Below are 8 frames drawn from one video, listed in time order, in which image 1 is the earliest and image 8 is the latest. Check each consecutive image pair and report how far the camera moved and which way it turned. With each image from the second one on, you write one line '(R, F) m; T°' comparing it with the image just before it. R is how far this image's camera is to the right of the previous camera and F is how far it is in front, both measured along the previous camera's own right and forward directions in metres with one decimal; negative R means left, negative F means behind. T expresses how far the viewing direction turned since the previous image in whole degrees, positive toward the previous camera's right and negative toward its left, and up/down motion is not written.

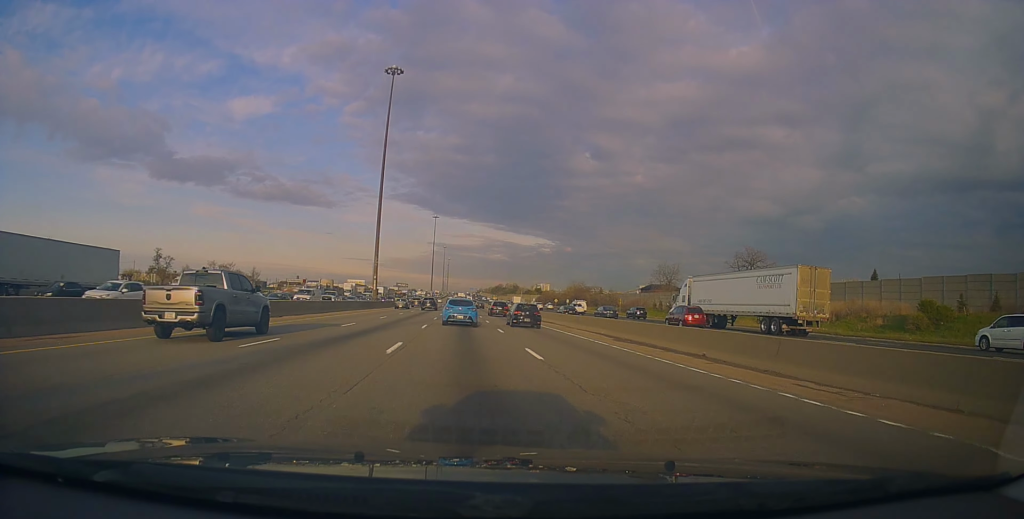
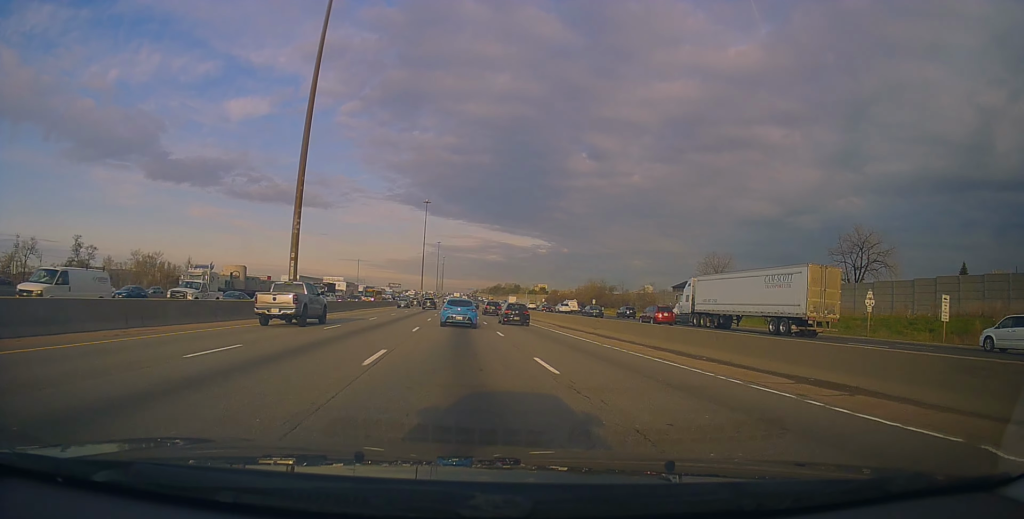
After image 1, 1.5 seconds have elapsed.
(+0.5, +38.9) m; 0°
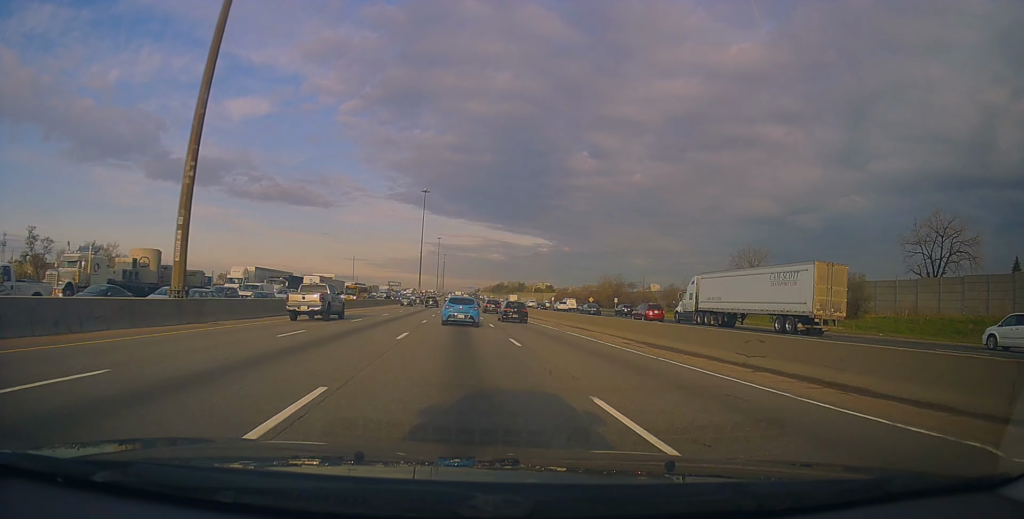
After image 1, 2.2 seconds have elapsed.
(-0.4, +18.6) m; 0°
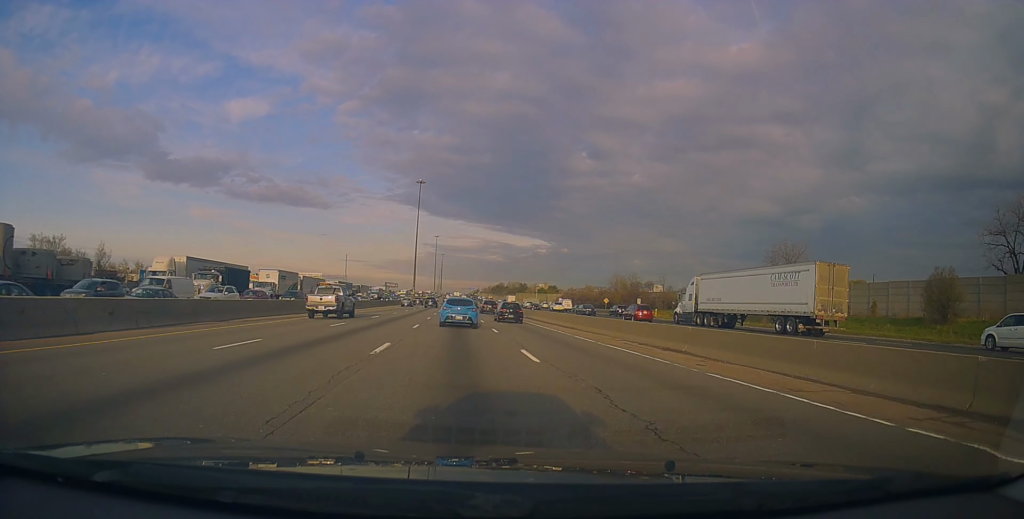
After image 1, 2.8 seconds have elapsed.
(+0.3, +16.0) m; 0°
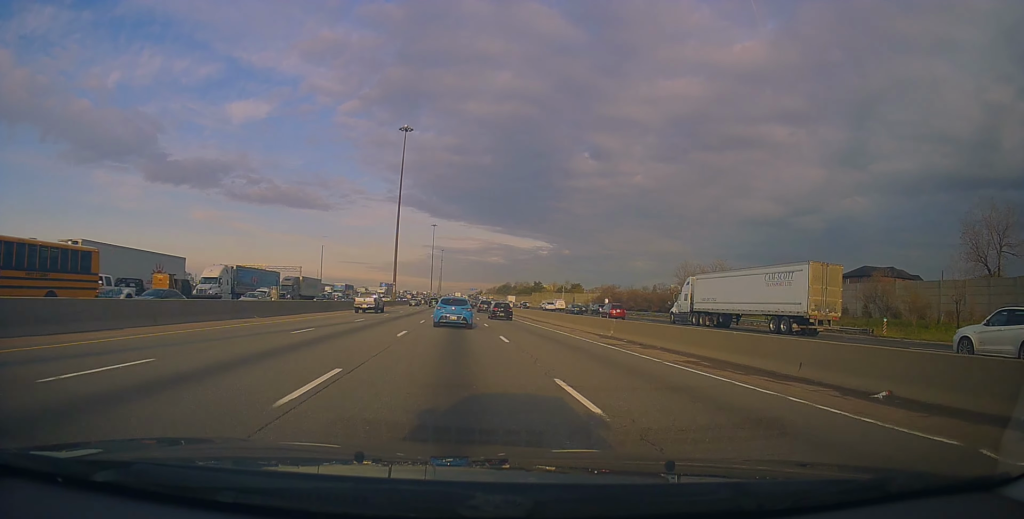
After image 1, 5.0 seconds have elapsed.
(-0.1, +55.4) m; 0°
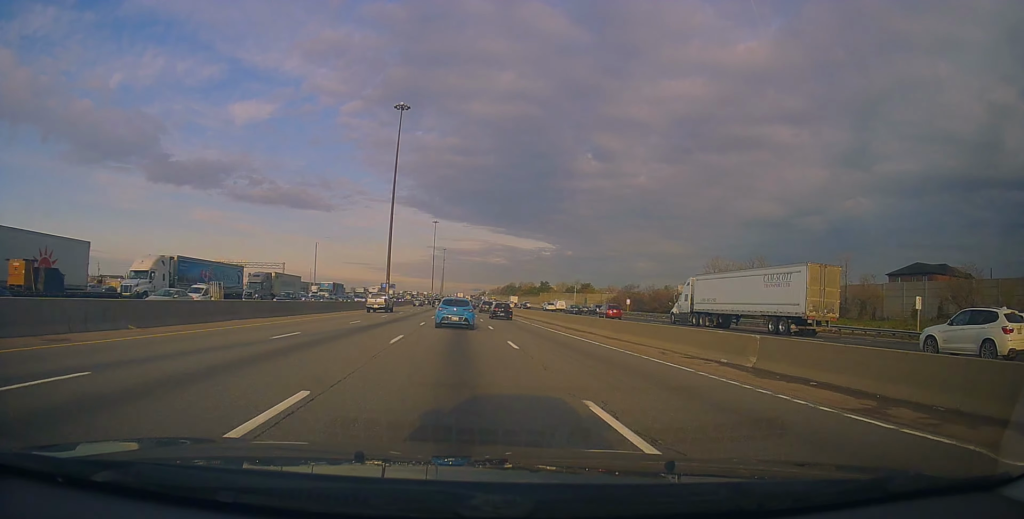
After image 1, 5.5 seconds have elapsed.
(0.0, +14.4) m; 0°
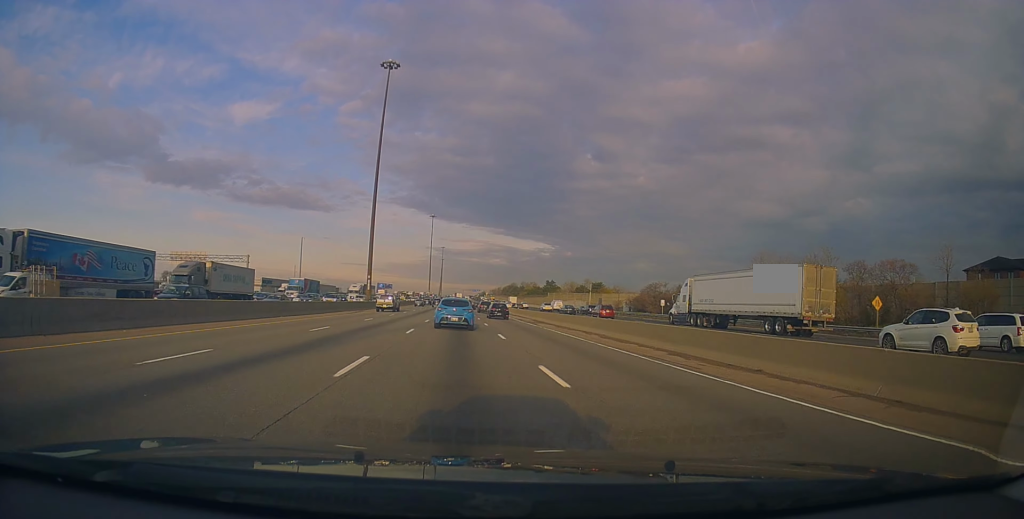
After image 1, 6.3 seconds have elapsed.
(-0.3, +19.1) m; 0°
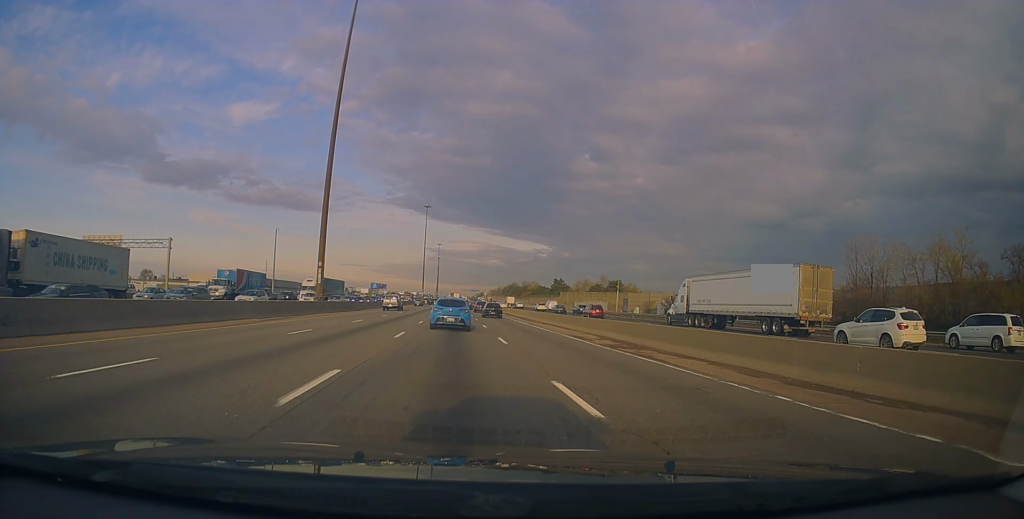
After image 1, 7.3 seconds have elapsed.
(+0.4, +26.9) m; 0°
